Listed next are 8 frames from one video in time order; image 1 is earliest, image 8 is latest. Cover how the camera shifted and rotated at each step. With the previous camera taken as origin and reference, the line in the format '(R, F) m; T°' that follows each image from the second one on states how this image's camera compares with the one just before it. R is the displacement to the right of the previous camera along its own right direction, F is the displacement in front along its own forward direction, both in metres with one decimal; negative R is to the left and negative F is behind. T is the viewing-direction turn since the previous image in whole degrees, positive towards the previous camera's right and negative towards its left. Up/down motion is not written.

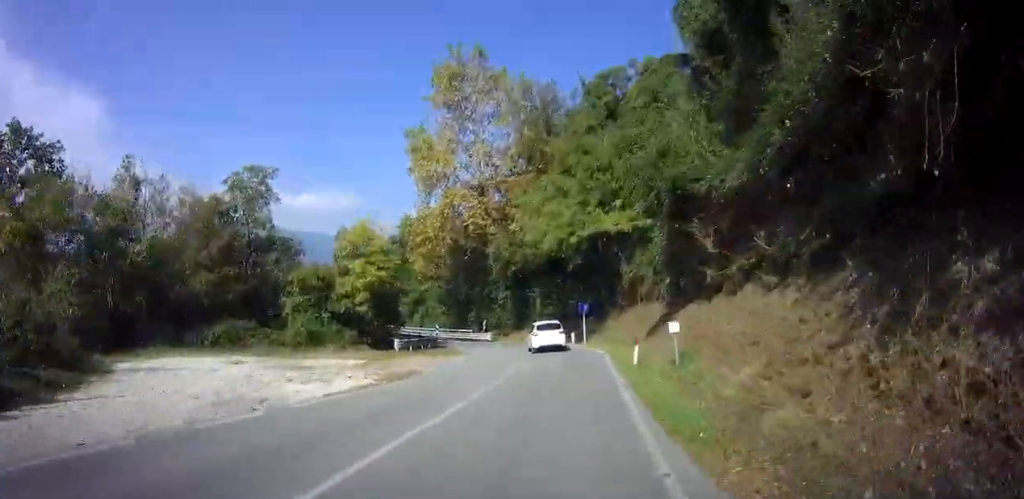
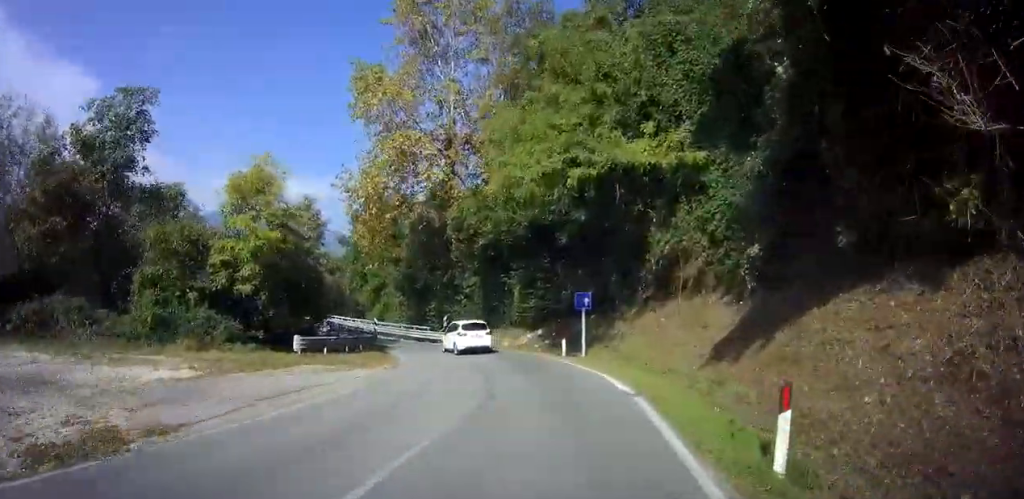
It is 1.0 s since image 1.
(0.0, +12.1) m; 0°
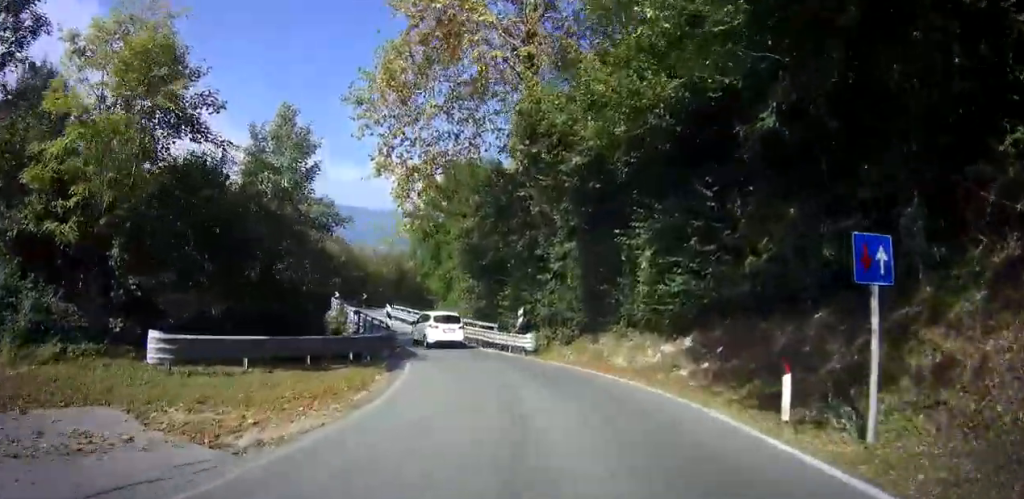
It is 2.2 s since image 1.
(0.0, +14.6) m; 0°
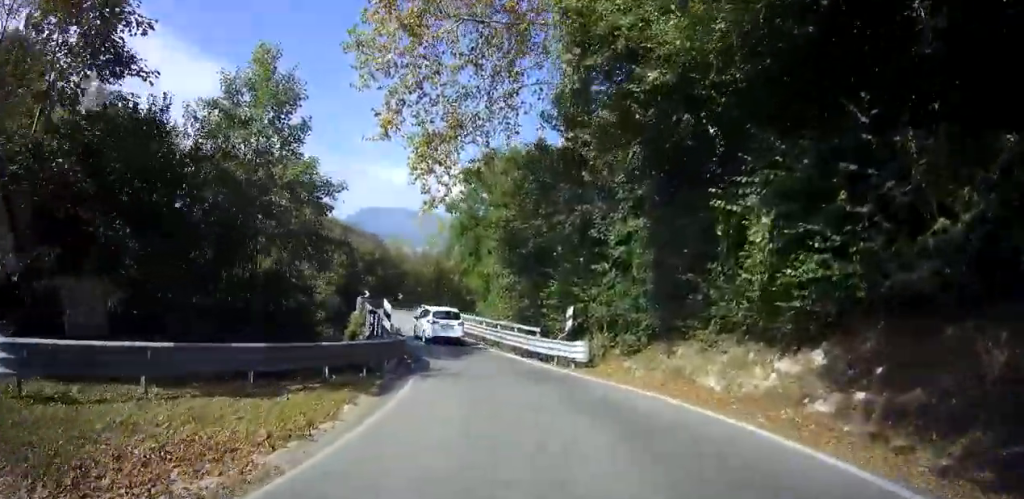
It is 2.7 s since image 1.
(0.0, +5.5) m; 0°
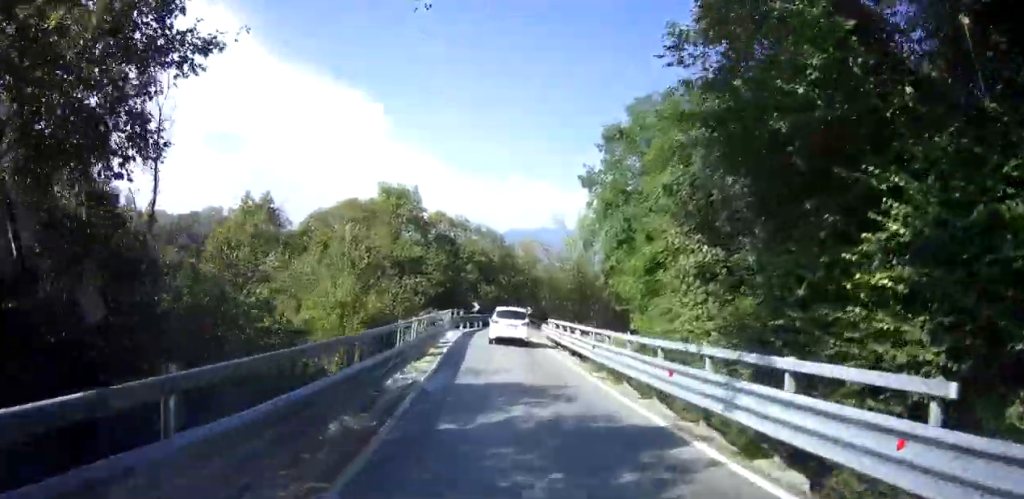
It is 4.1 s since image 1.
(-0.2, +15.8) m; -2°
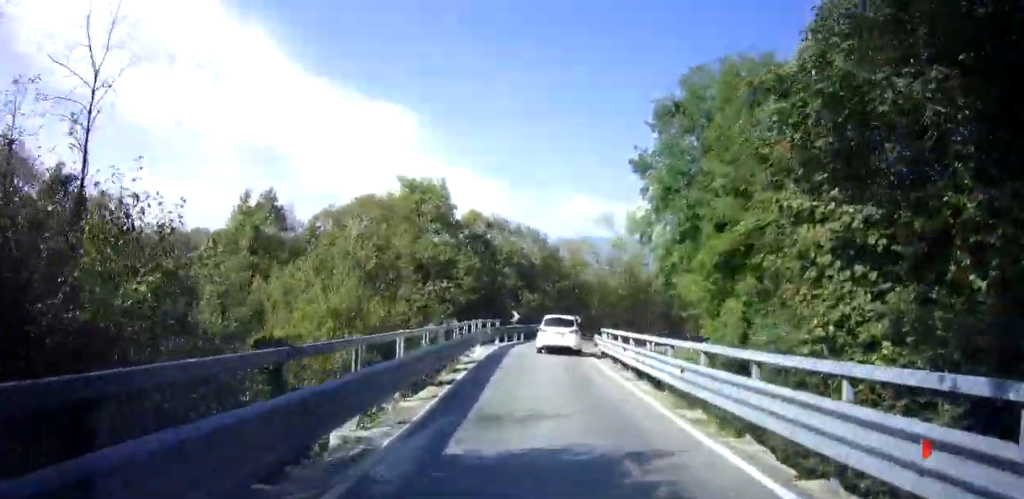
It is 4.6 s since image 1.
(-0.1, +5.8) m; -1°
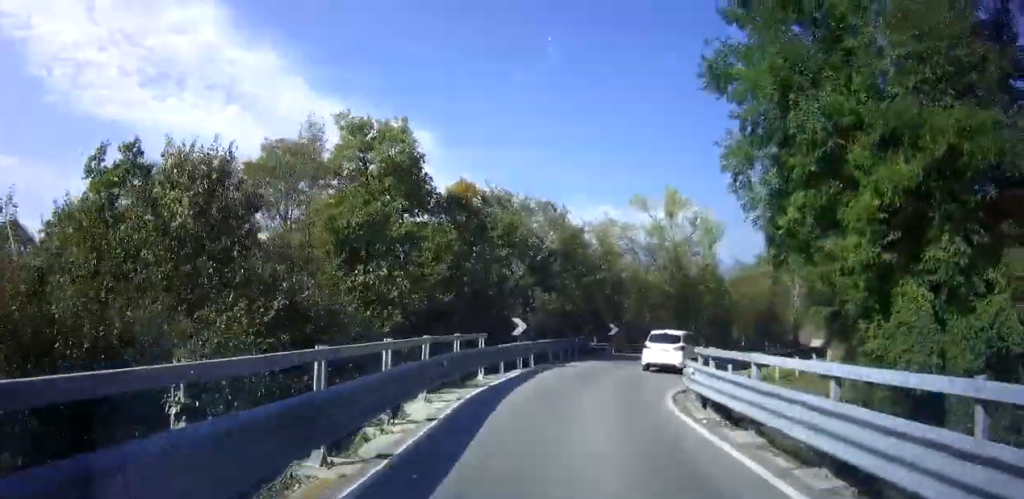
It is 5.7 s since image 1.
(0.0, +13.0) m; 0°
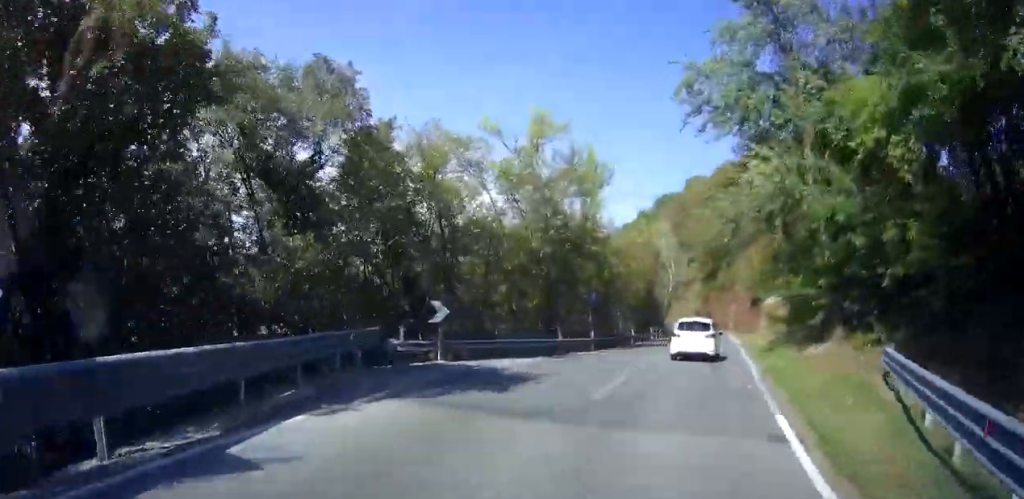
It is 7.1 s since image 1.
(0.0, +15.9) m; 0°
